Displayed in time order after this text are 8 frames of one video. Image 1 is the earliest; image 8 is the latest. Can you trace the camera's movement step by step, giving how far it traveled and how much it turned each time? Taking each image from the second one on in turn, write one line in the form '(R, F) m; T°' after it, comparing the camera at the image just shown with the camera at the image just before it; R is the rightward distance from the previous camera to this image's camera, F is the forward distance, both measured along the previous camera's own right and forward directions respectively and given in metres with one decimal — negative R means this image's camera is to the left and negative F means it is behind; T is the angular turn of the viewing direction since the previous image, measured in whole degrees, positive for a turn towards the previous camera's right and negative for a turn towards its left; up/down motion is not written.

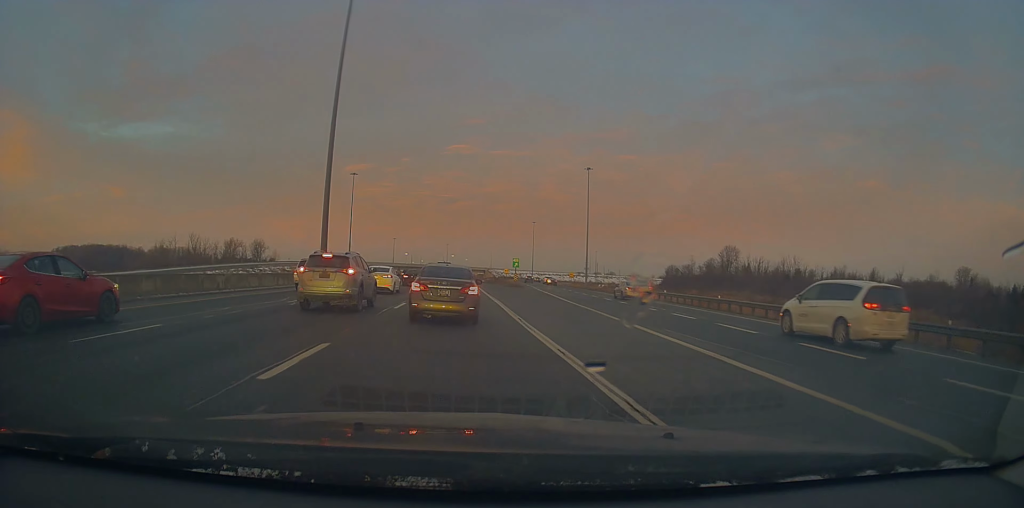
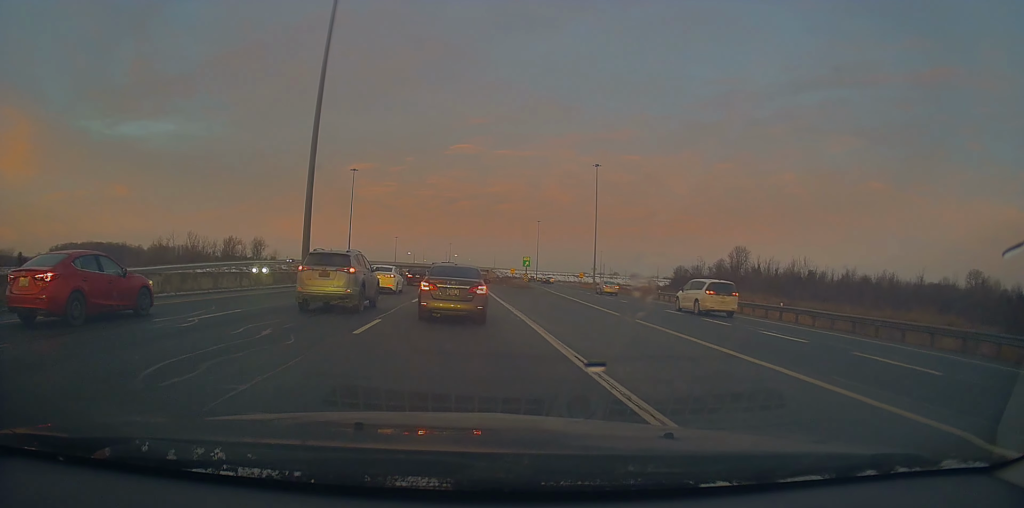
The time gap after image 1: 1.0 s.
(-0.4, +7.7) m; -4°
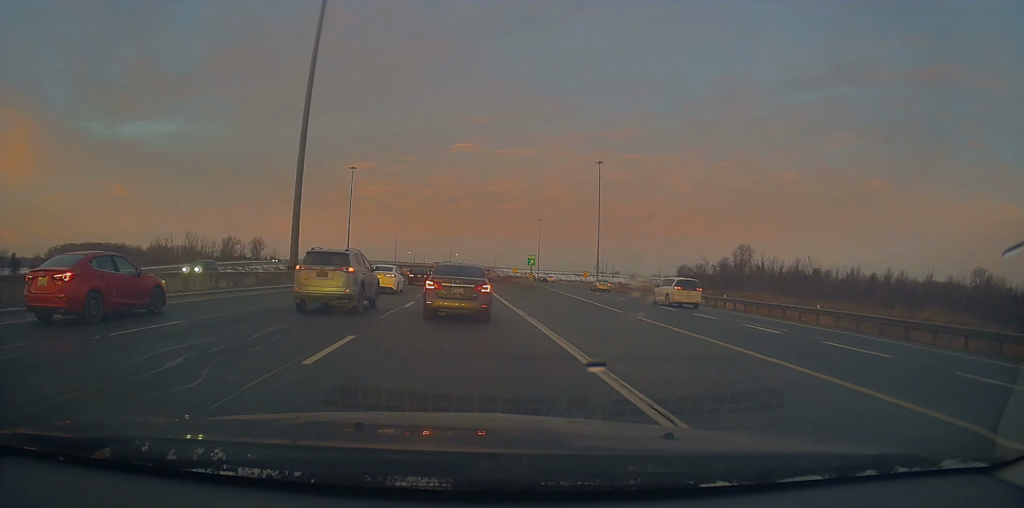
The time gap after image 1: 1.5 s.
(0.0, +3.6) m; 0°
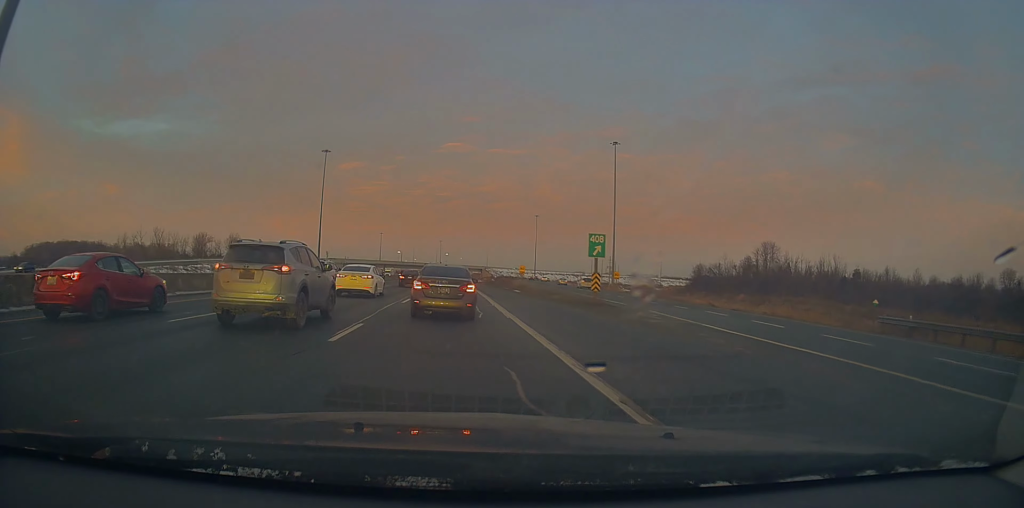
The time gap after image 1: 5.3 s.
(+2.1, +31.3) m; +1°
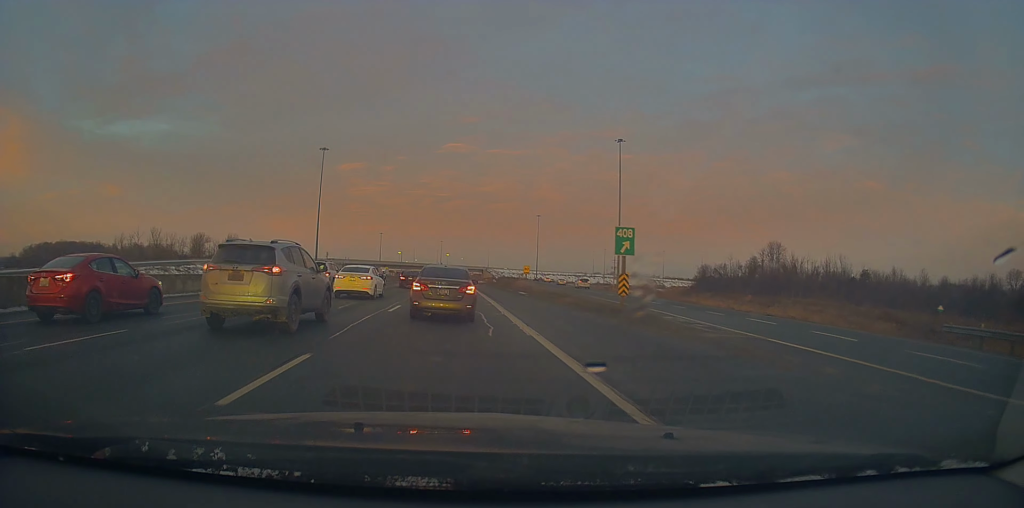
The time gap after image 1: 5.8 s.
(0.0, +4.6) m; +2°
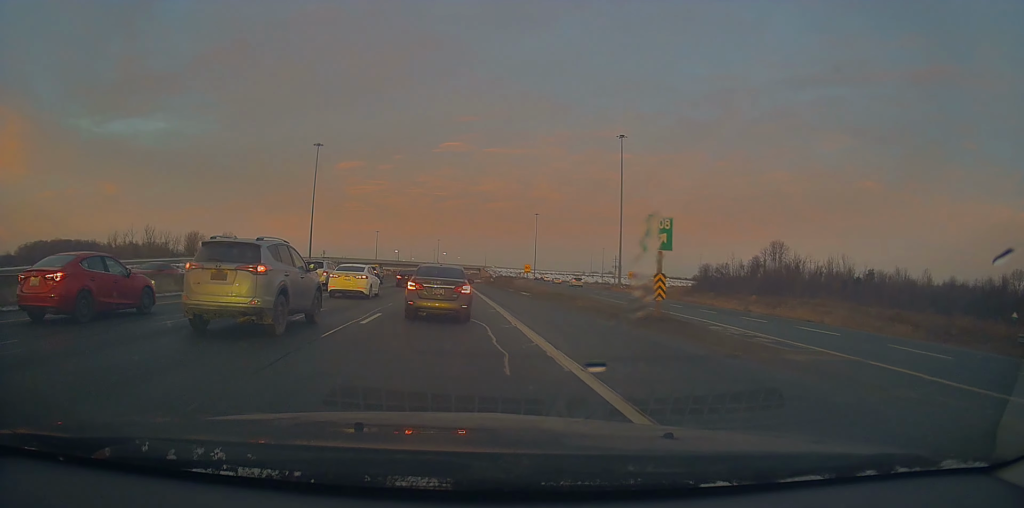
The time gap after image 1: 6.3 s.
(-0.1, +4.6) m; +1°
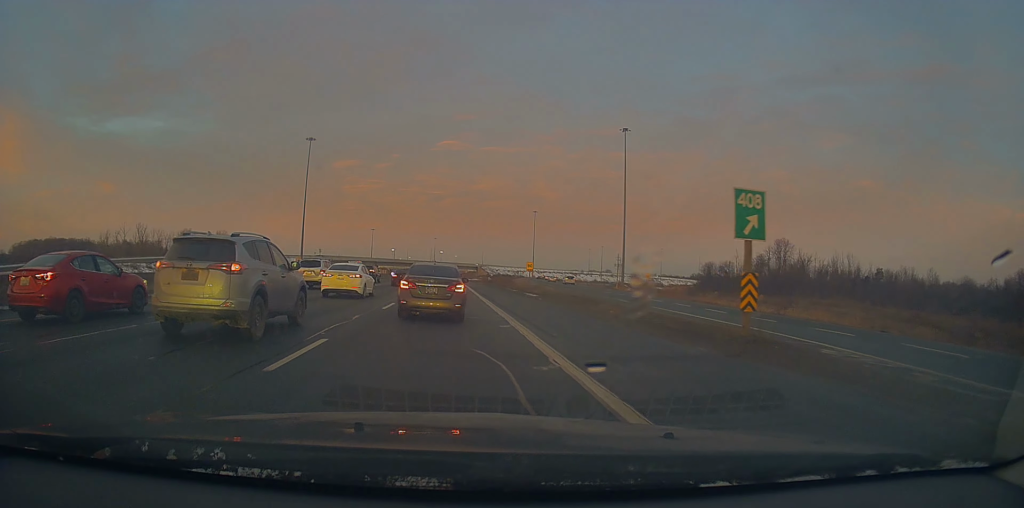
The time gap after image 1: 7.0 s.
(+0.4, +6.5) m; 0°
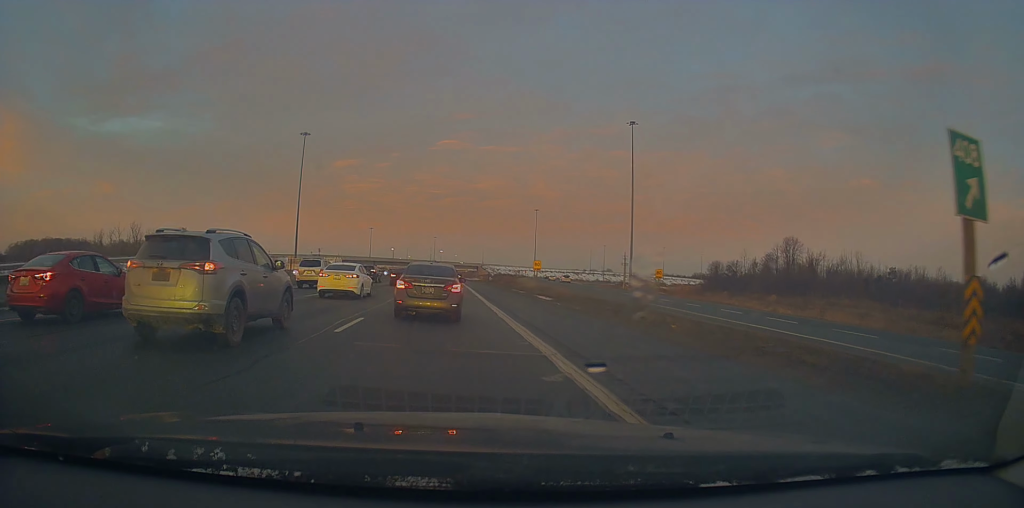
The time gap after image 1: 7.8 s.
(-0.1, +7.1) m; +2°
